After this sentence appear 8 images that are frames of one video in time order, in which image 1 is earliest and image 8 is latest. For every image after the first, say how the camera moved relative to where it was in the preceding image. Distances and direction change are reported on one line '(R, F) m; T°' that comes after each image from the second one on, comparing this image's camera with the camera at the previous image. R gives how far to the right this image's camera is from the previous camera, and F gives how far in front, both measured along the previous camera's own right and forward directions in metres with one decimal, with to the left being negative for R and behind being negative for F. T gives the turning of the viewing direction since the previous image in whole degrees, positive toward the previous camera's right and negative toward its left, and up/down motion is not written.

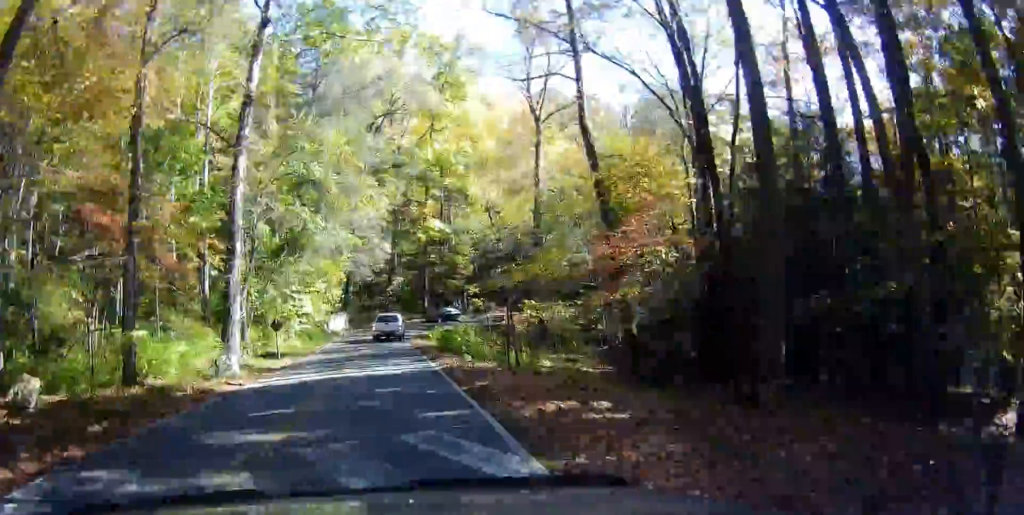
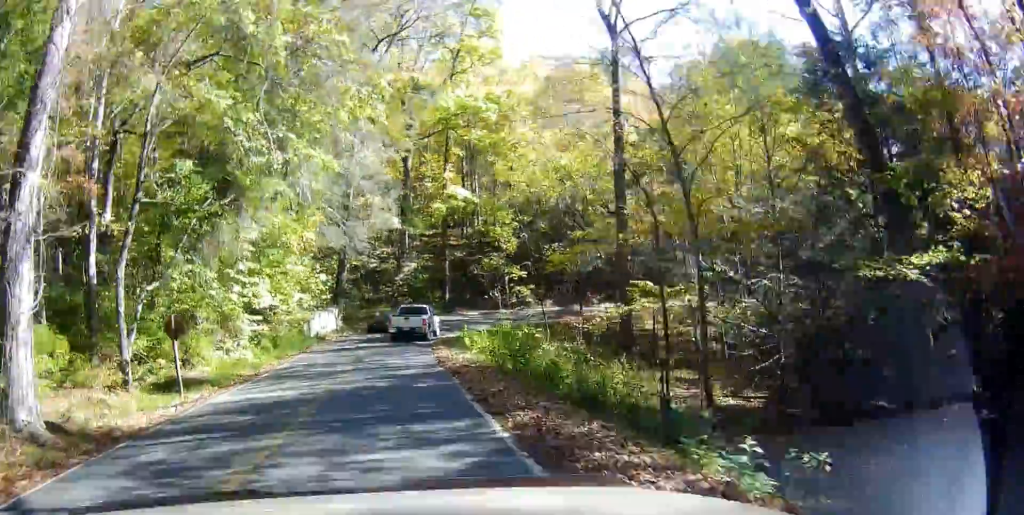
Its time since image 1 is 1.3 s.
(0.0, +15.9) m; +1°
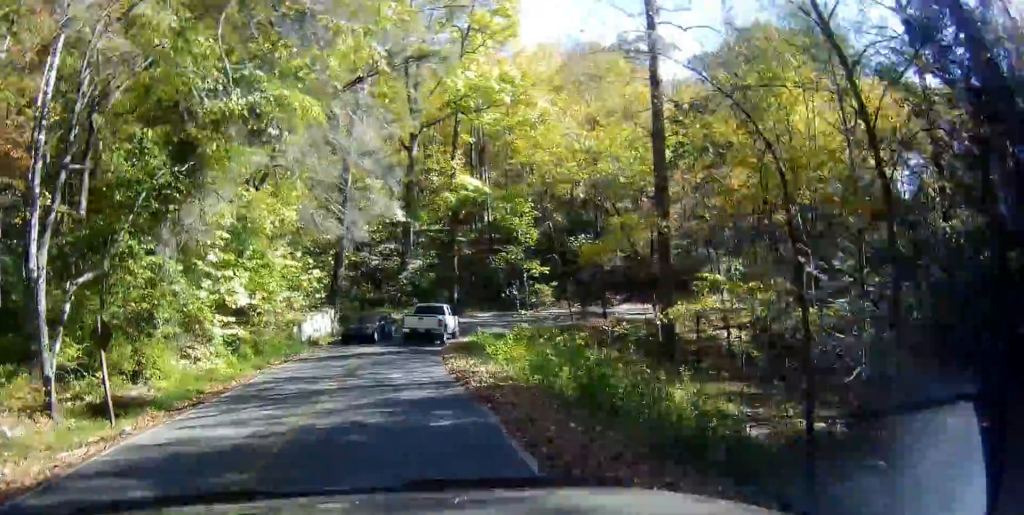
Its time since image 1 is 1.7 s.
(-0.1, +4.9) m; +1°
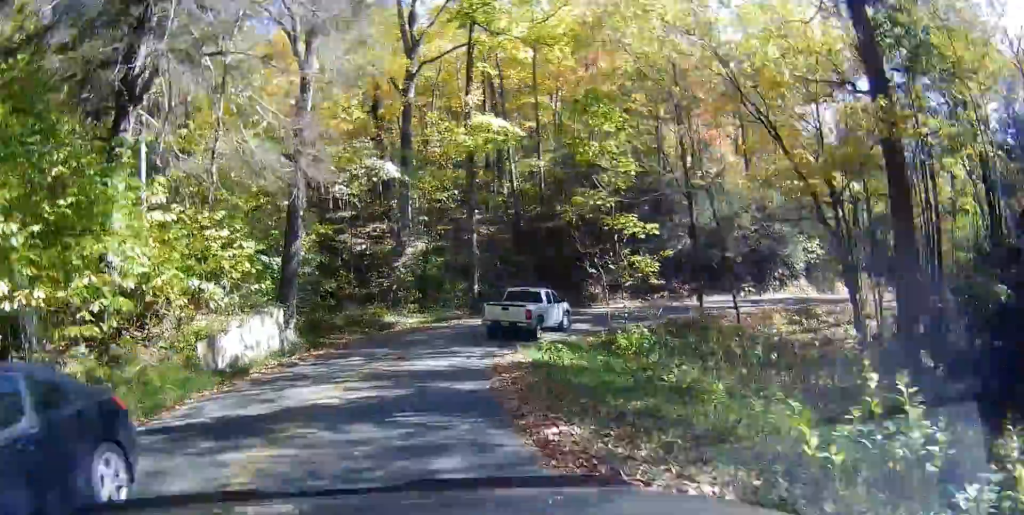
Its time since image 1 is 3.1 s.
(+0.7, +16.0) m; +3°
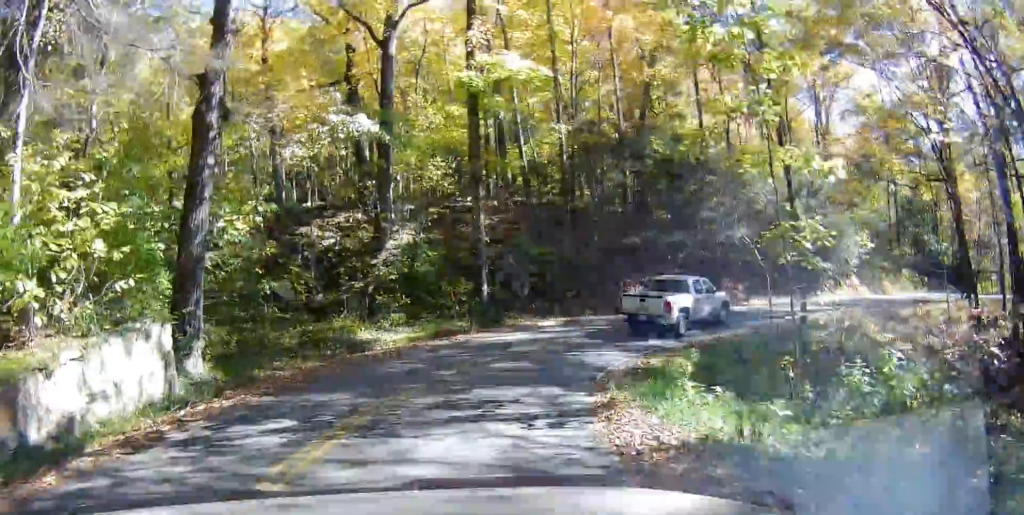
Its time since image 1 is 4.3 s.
(0.0, +10.8) m; +5°
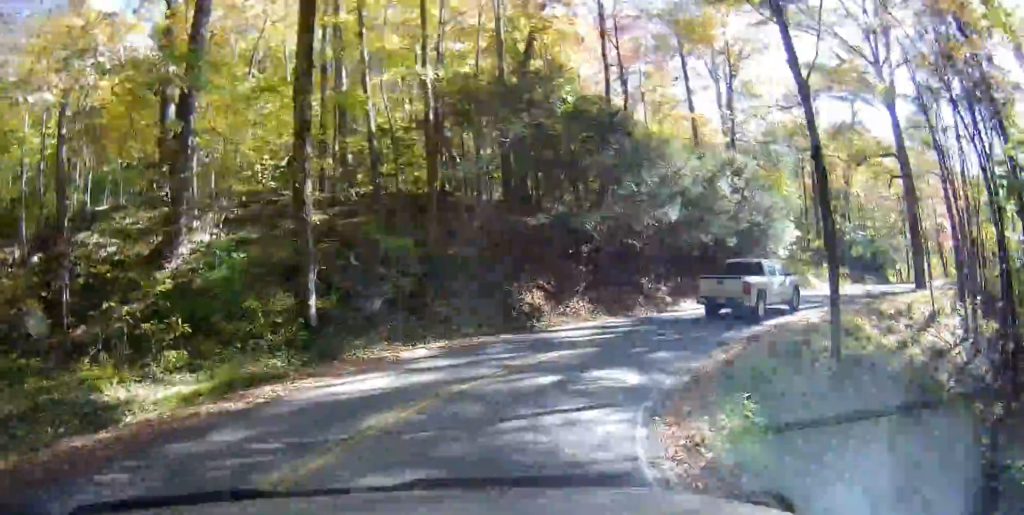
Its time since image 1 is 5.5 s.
(+1.3, +10.2) m; +14°
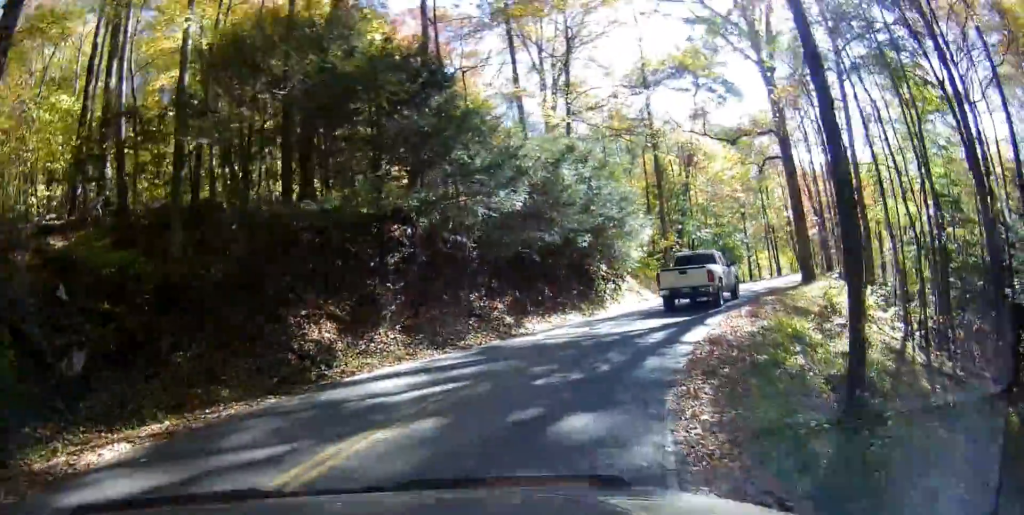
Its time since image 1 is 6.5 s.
(+0.4, +7.3) m; +17°
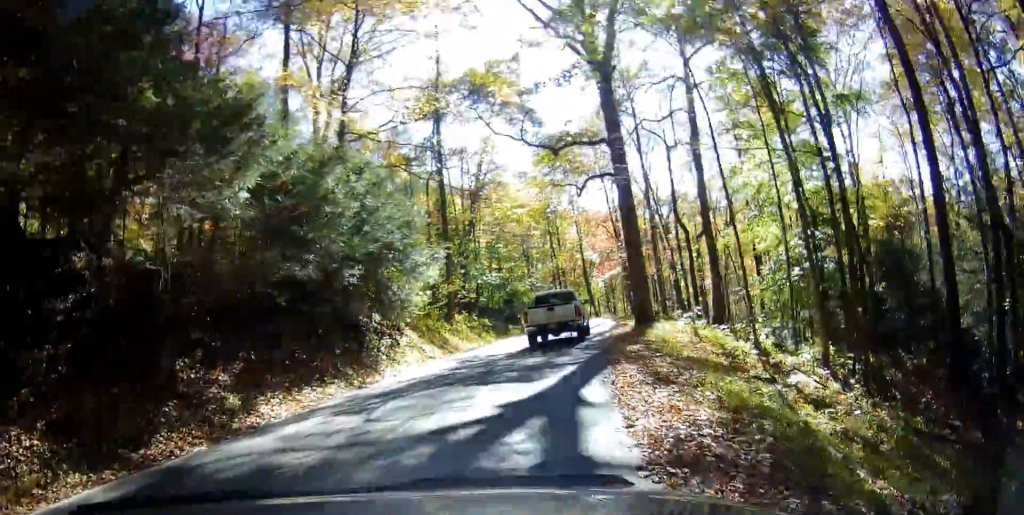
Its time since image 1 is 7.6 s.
(+1.9, +7.4) m; +20°
